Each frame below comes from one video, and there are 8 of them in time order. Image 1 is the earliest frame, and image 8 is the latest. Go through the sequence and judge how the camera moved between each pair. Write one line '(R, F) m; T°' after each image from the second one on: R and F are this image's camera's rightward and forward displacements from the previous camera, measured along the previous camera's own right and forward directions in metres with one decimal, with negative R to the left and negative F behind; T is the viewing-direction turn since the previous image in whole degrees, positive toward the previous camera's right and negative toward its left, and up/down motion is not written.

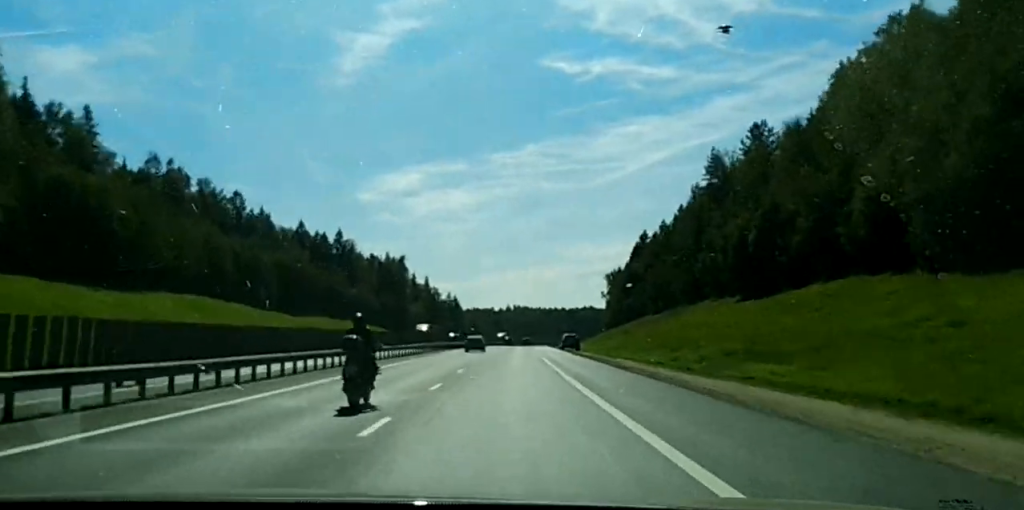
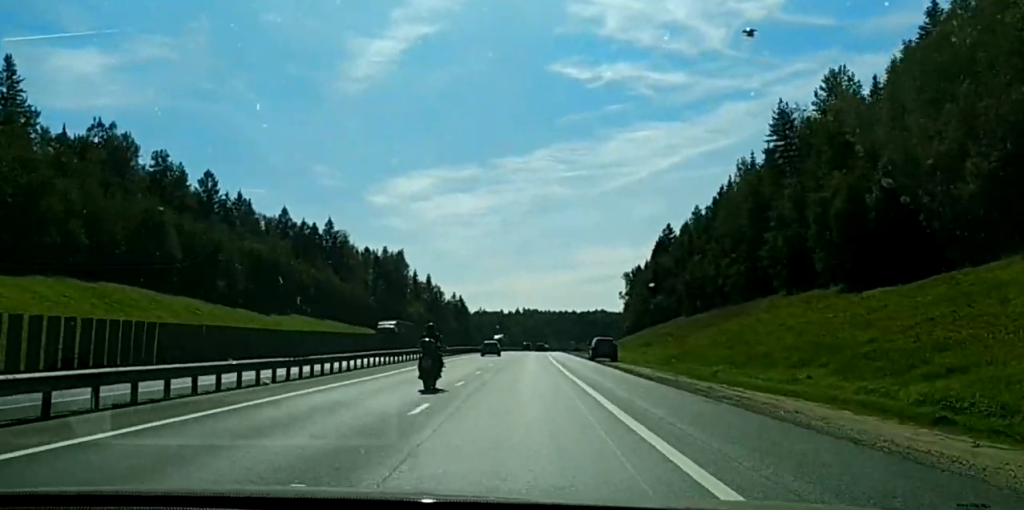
(+0.1, +29.0) m; +1°
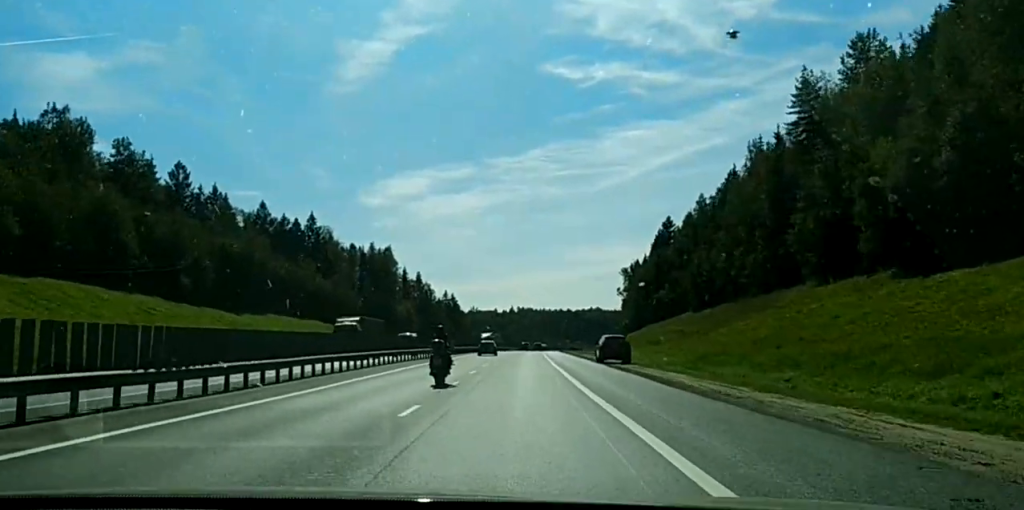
(-0.1, +12.1) m; +1°
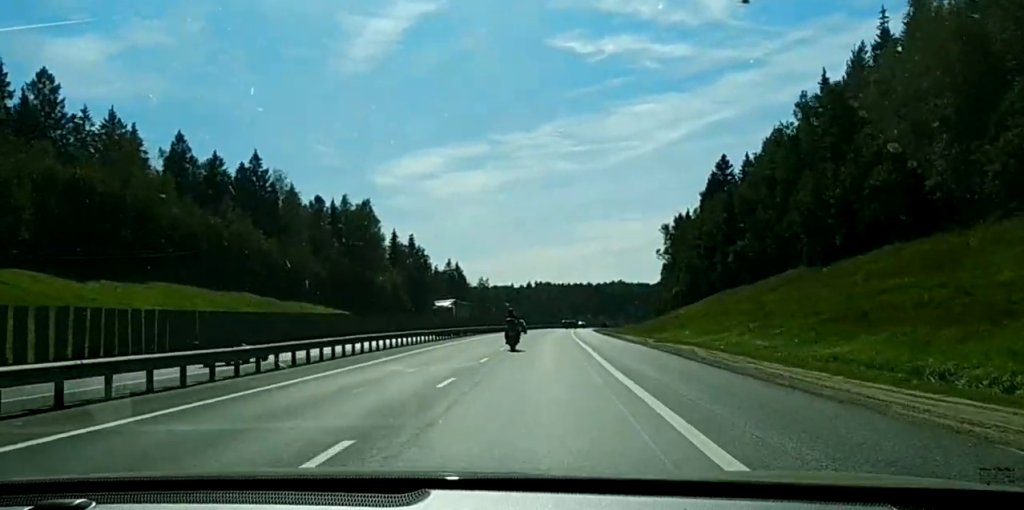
(+2.1, +54.2) m; +3°
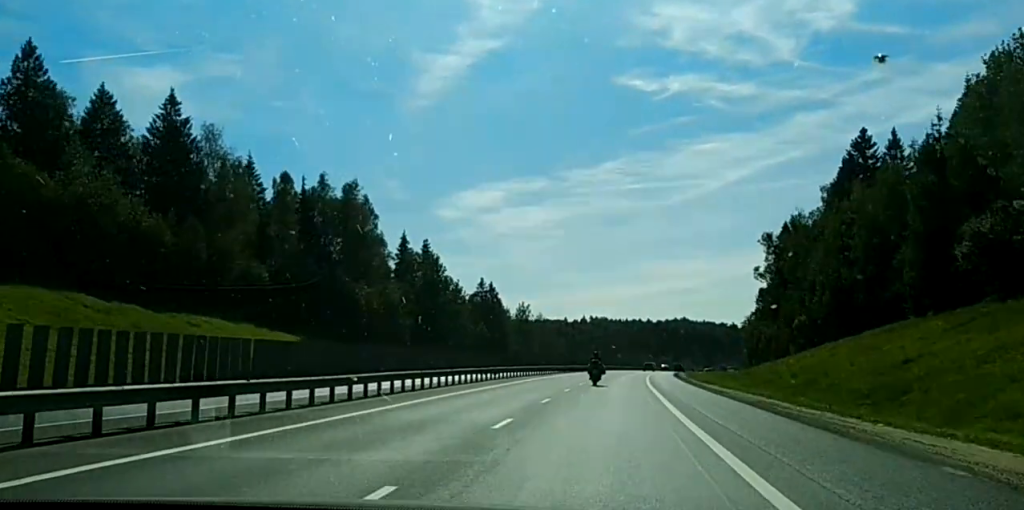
(-0.9, +58.2) m; -2°
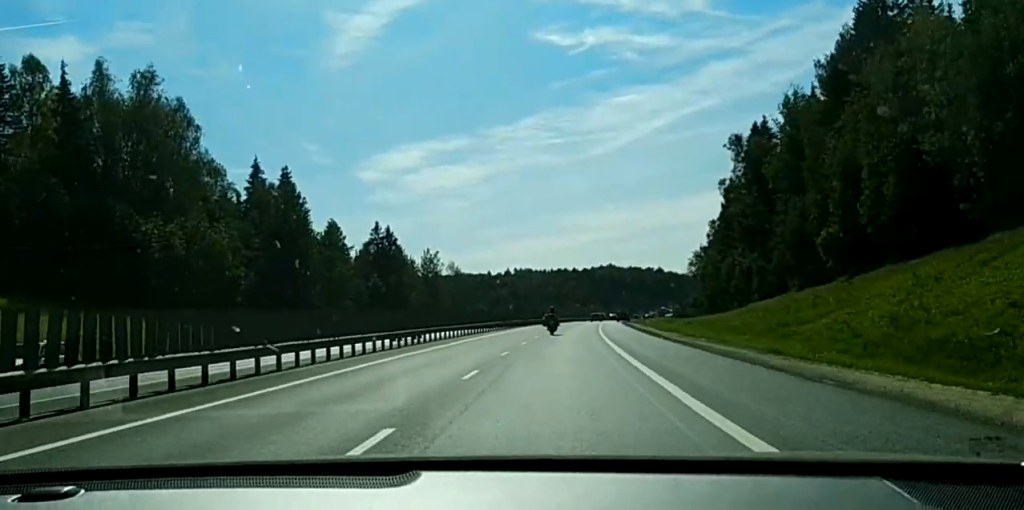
(-0.5, +43.9) m; 0°
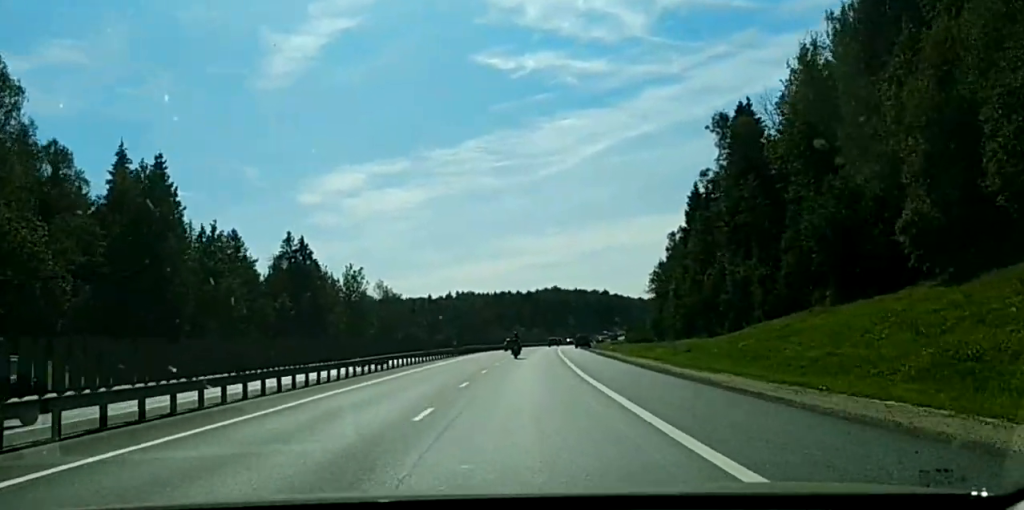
(+0.2, +25.5) m; 0°
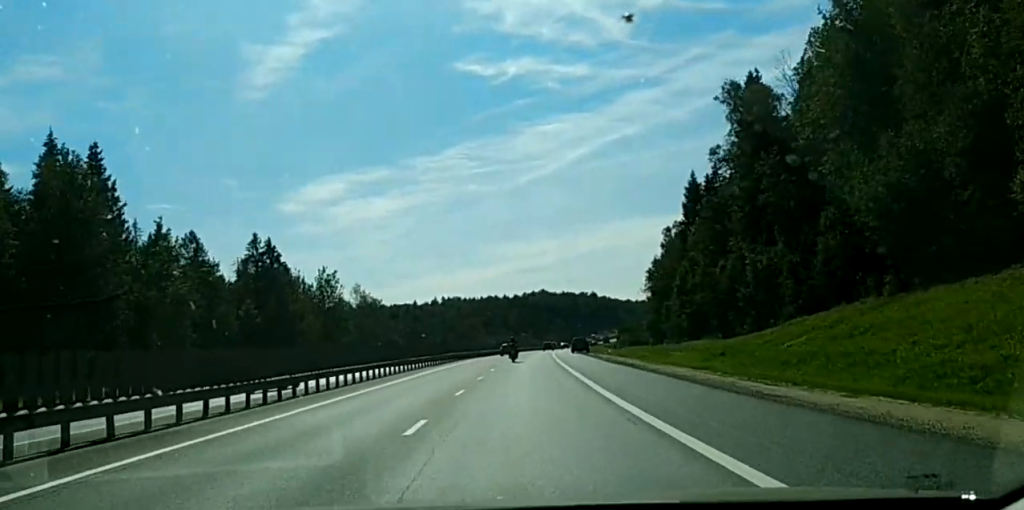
(0.0, +13.3) m; 0°
